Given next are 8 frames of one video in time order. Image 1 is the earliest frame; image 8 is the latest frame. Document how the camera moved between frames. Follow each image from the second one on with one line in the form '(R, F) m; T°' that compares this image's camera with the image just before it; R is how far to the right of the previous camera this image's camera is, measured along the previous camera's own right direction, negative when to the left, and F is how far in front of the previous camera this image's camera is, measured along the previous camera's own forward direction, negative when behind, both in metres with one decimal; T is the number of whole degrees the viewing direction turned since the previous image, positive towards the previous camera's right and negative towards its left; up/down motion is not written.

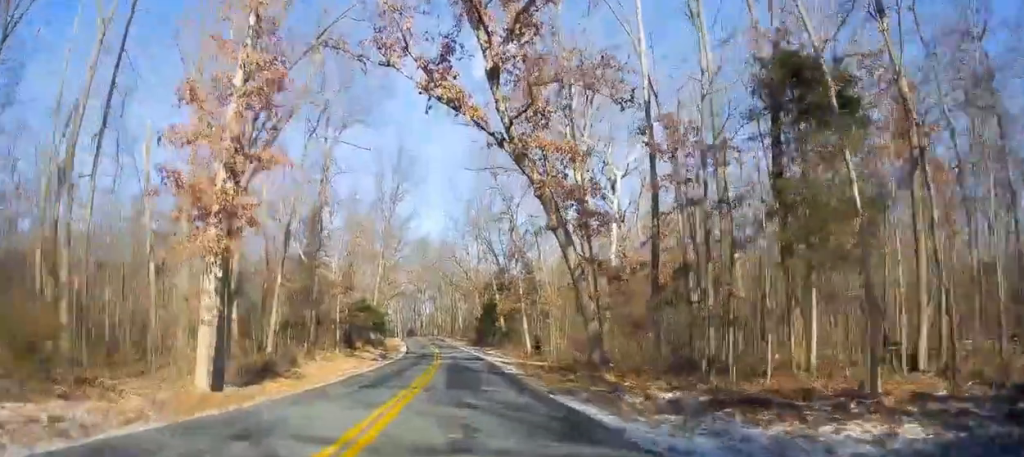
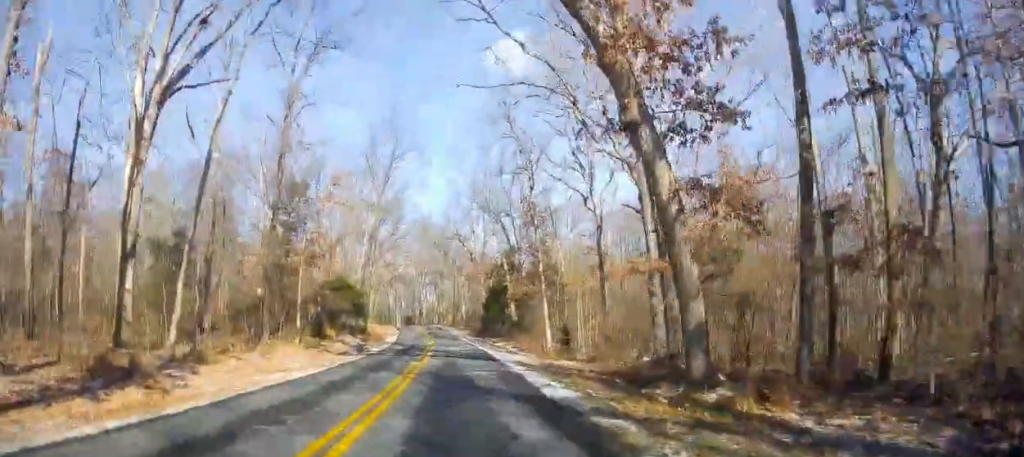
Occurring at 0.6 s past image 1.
(0.0, +12.1) m; 0°
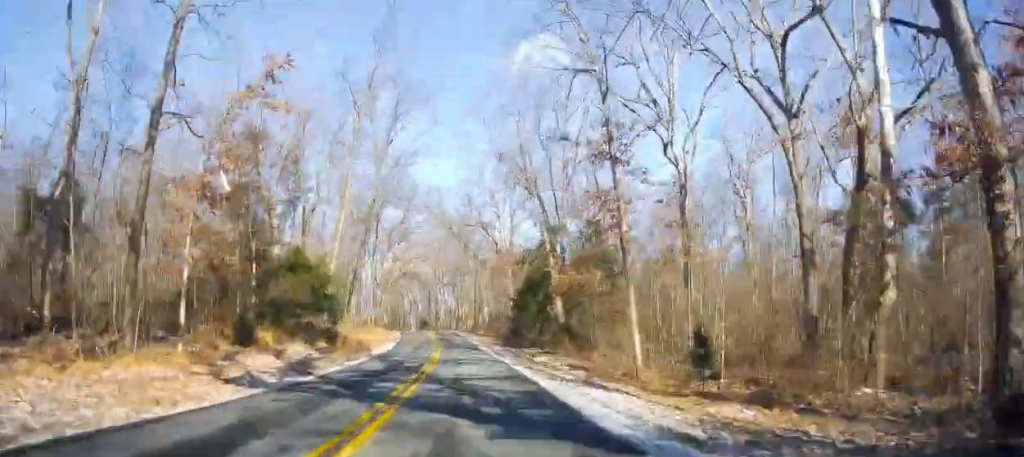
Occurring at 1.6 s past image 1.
(-0.3, +17.5) m; -1°
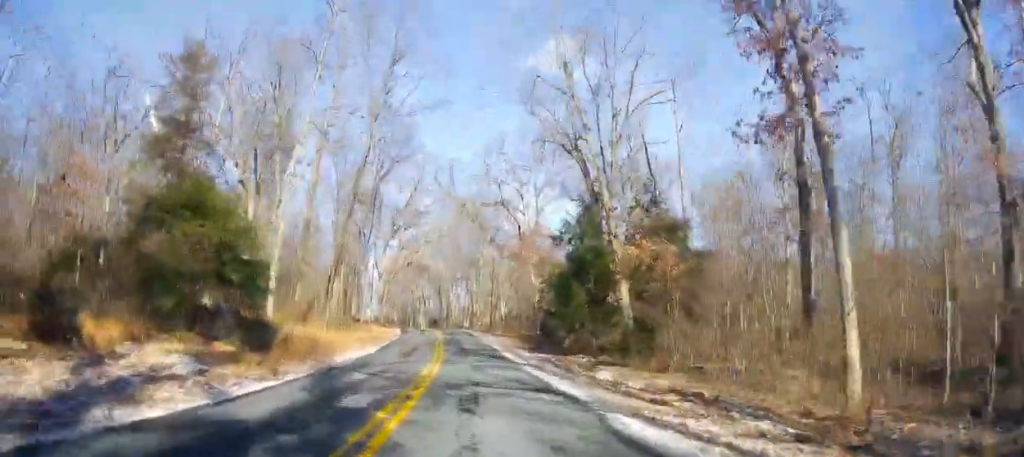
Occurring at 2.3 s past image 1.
(0.0, +12.5) m; -1°
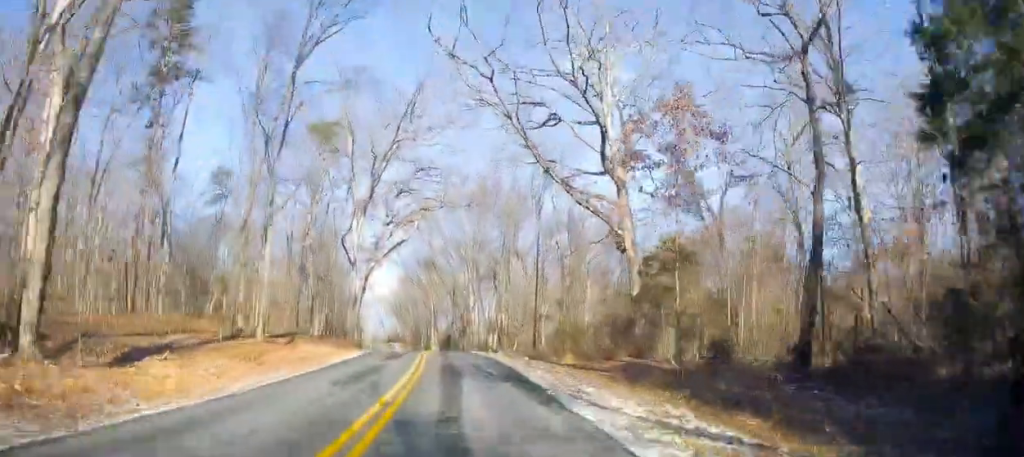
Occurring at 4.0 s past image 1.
(-1.2, +31.5) m; -4°
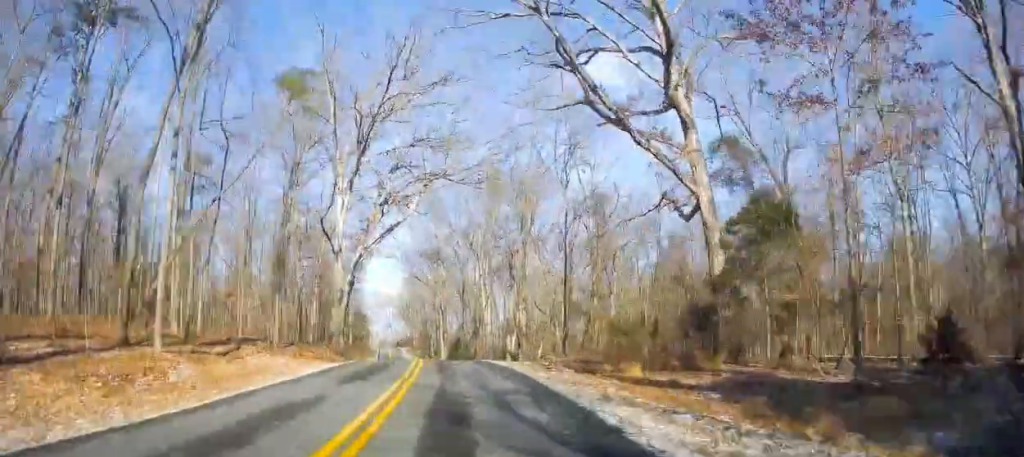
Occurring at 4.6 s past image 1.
(-0.1, +9.6) m; -2°
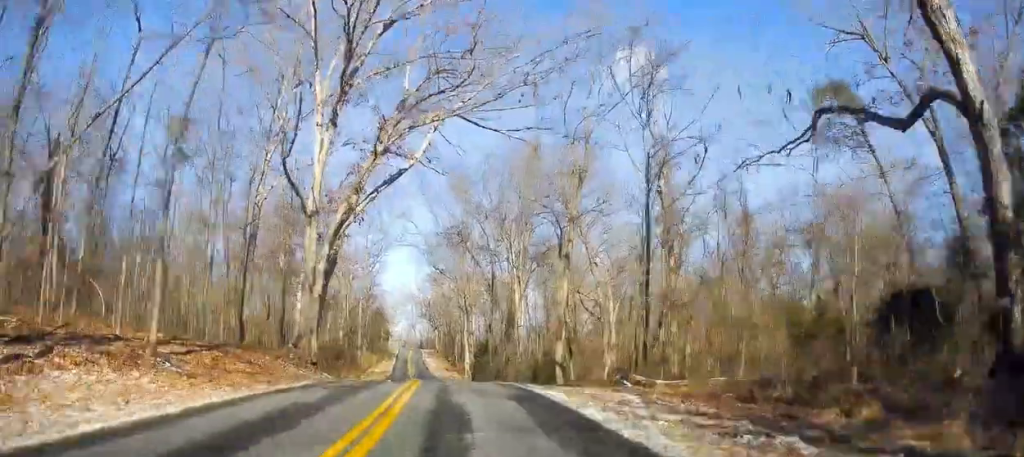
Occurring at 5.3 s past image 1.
(0.0, +13.2) m; -3°
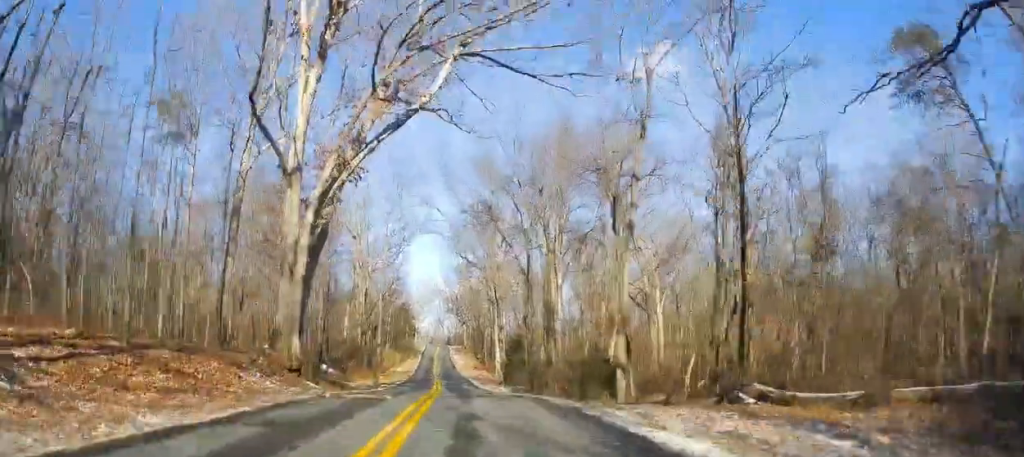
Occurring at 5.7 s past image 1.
(-0.3, +7.0) m; -1°
